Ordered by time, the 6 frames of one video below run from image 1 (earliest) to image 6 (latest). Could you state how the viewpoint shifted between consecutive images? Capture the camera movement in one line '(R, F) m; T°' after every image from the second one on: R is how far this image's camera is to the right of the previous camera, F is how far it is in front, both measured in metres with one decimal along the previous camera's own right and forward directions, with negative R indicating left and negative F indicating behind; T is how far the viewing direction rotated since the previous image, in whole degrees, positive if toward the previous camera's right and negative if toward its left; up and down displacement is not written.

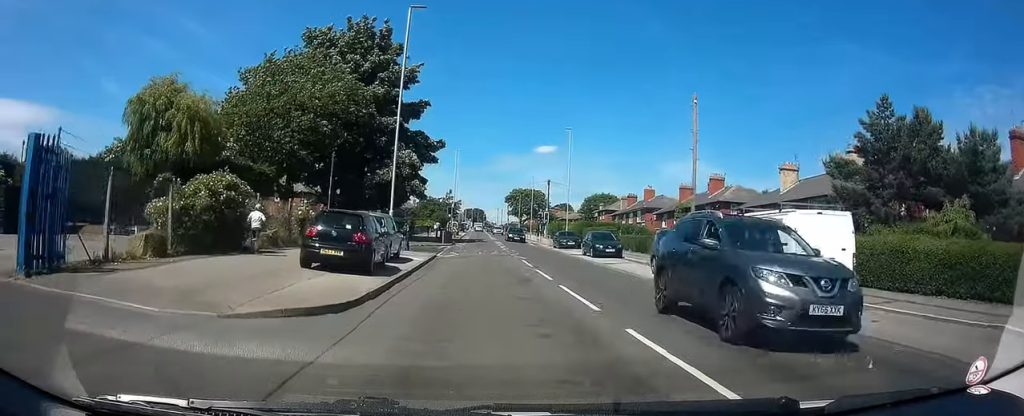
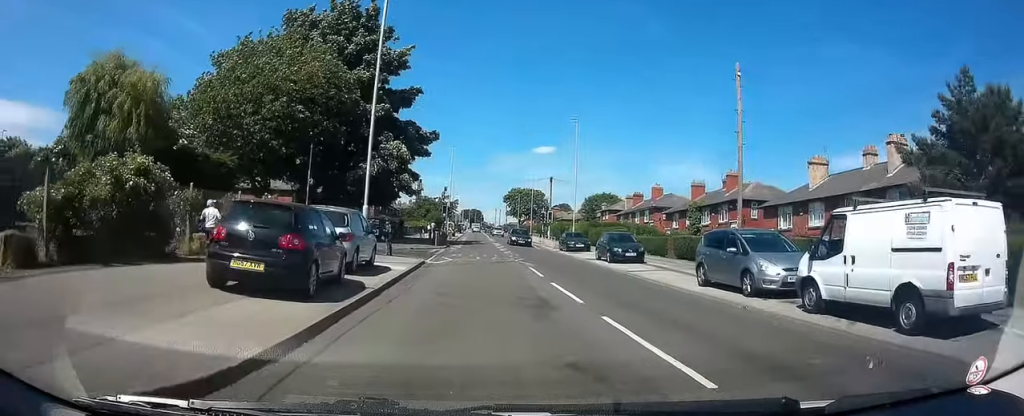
(-0.1, +4.9) m; 0°
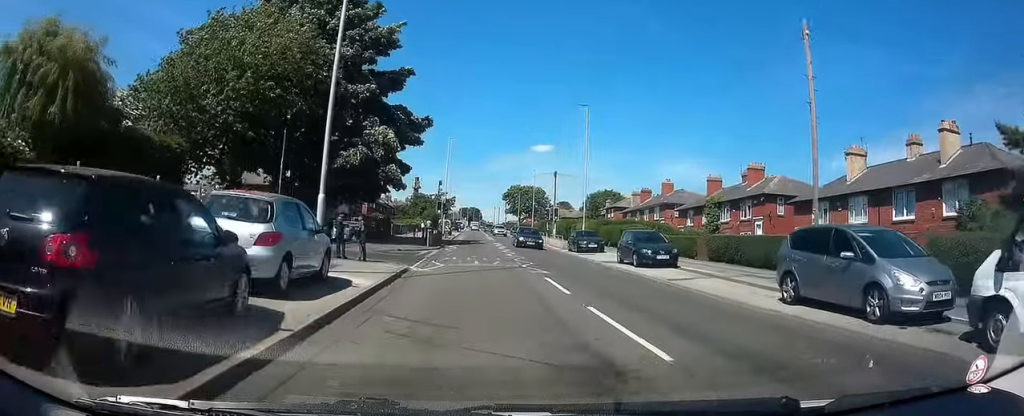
(-0.1, +5.2) m; 0°
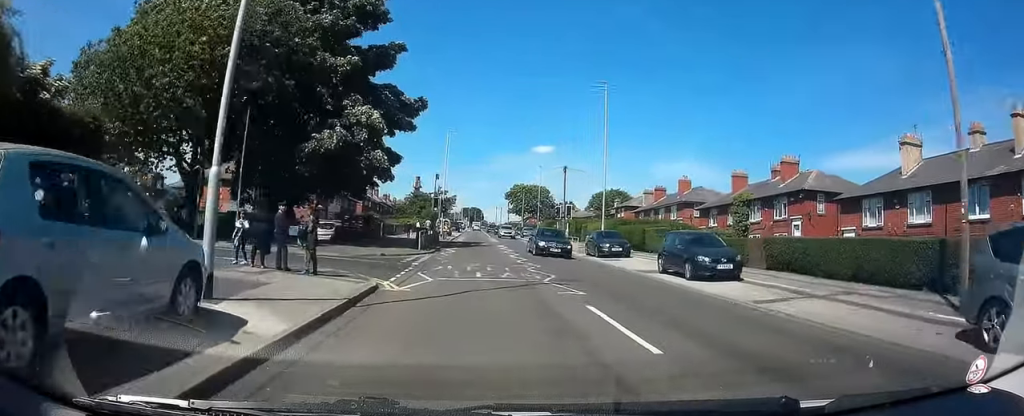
(+0.1, +5.9) m; +1°
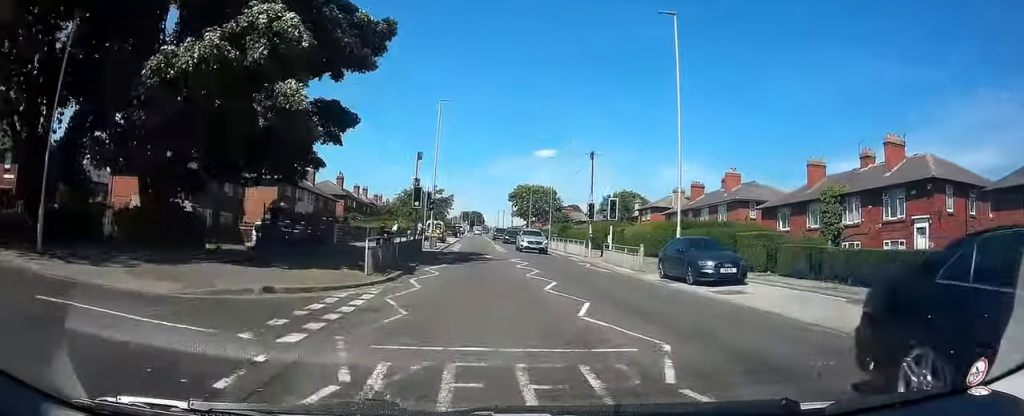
(+0.1, +13.6) m; -1°
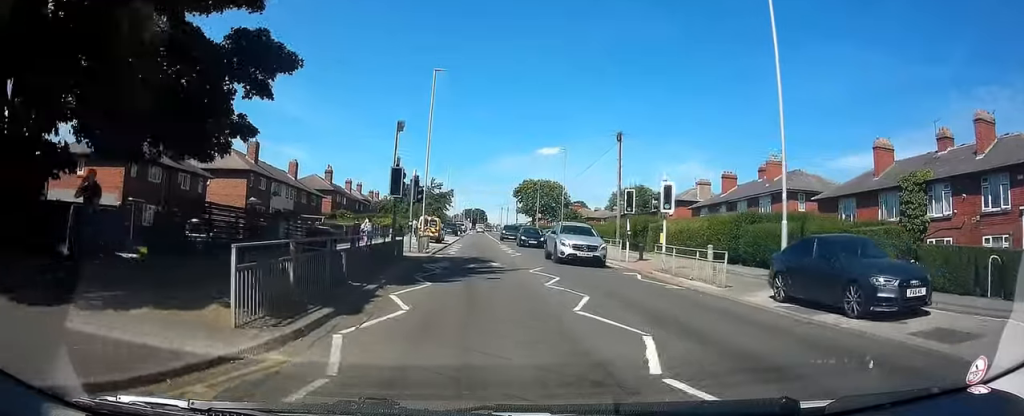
(-0.1, +8.0) m; -1°
